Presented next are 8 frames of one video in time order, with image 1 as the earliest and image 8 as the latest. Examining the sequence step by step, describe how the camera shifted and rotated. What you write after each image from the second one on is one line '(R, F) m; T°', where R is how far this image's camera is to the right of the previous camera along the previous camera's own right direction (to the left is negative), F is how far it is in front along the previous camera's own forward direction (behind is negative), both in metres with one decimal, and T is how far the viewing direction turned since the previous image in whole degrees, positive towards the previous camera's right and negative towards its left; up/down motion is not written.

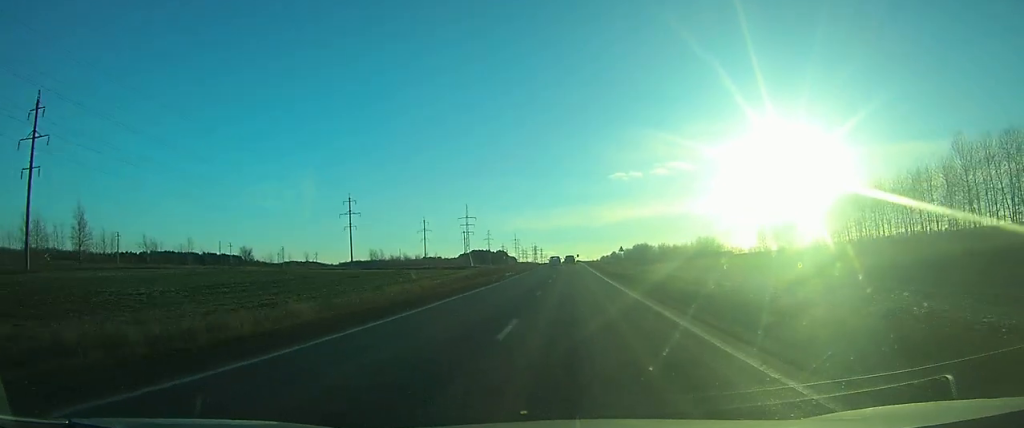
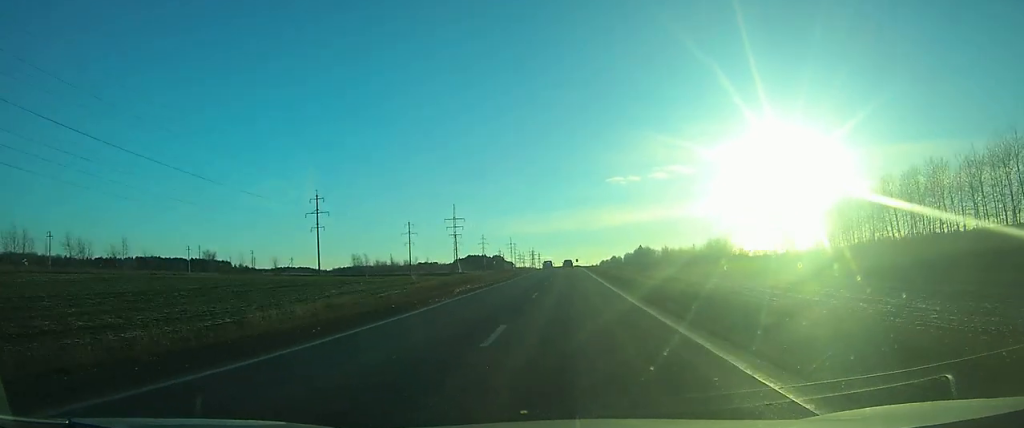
(+0.1, +23.0) m; 0°
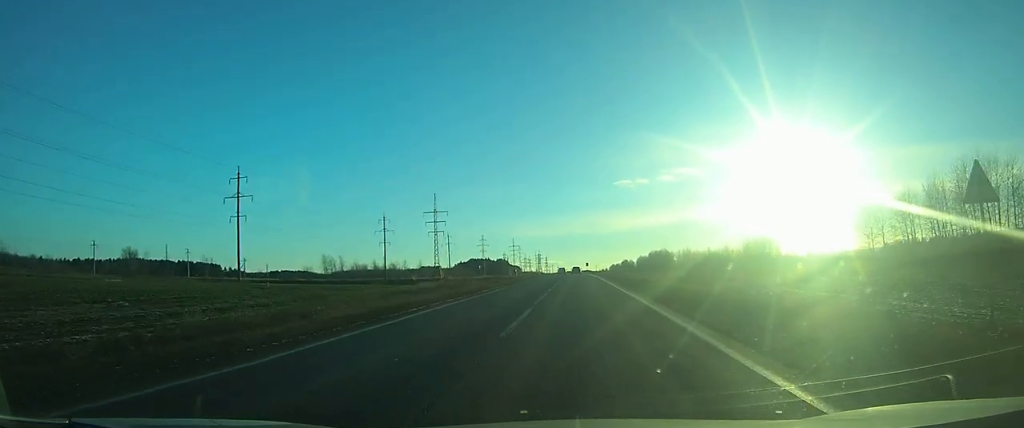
(0.0, +47.1) m; 0°
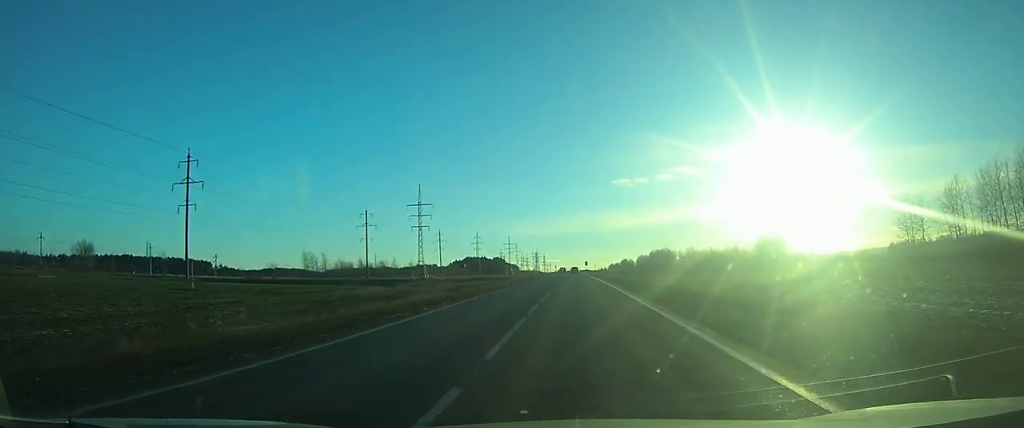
(0.0, +18.7) m; 0°
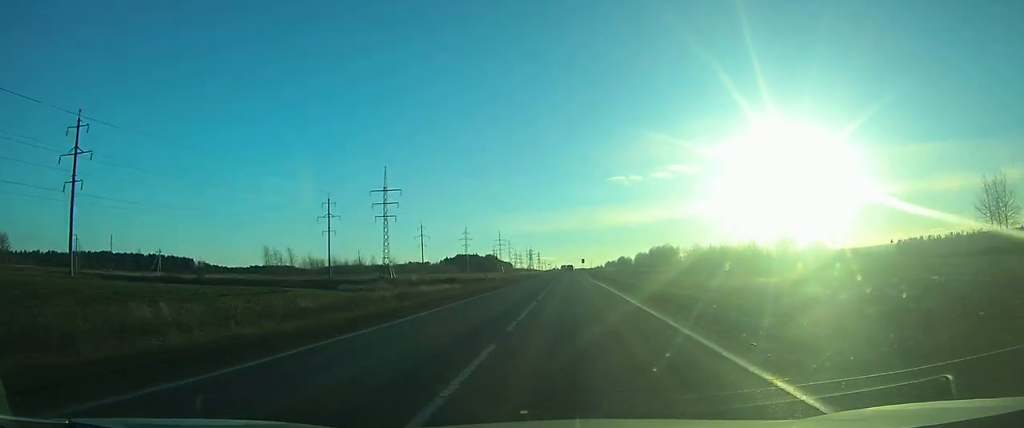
(-0.1, +29.7) m; 0°
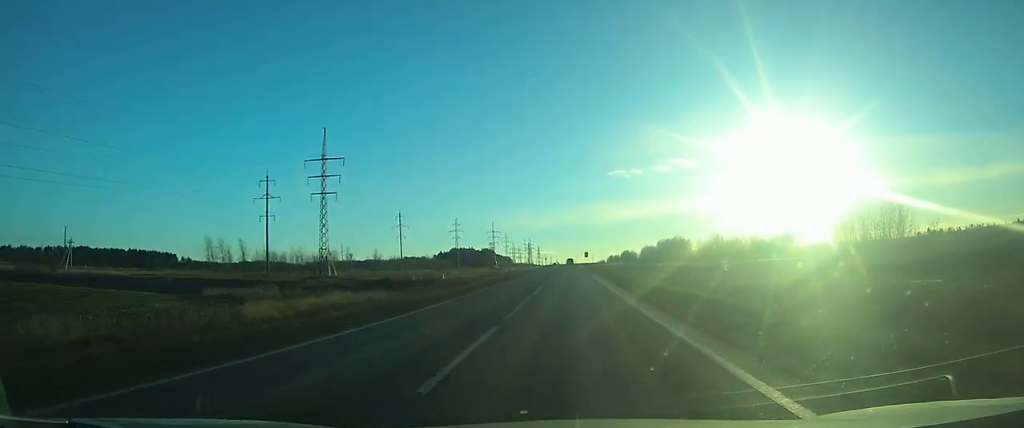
(-0.1, +38.3) m; 0°
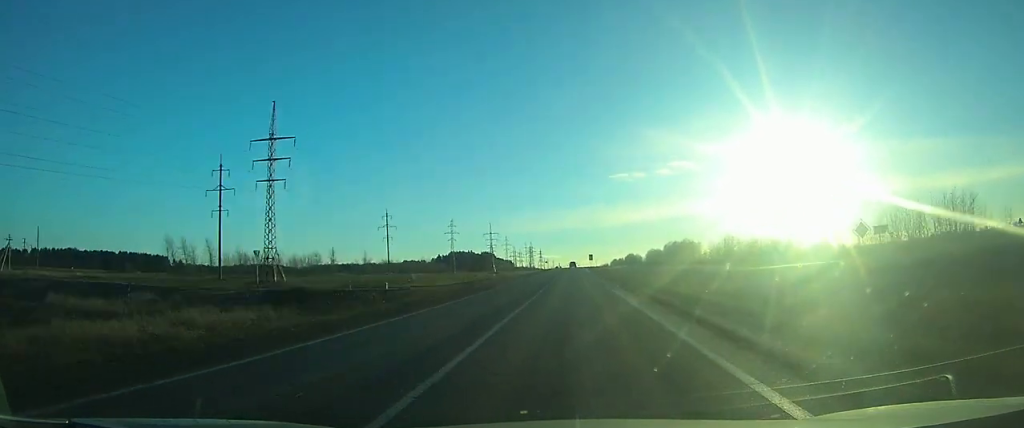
(0.0, +21.2) m; 0°
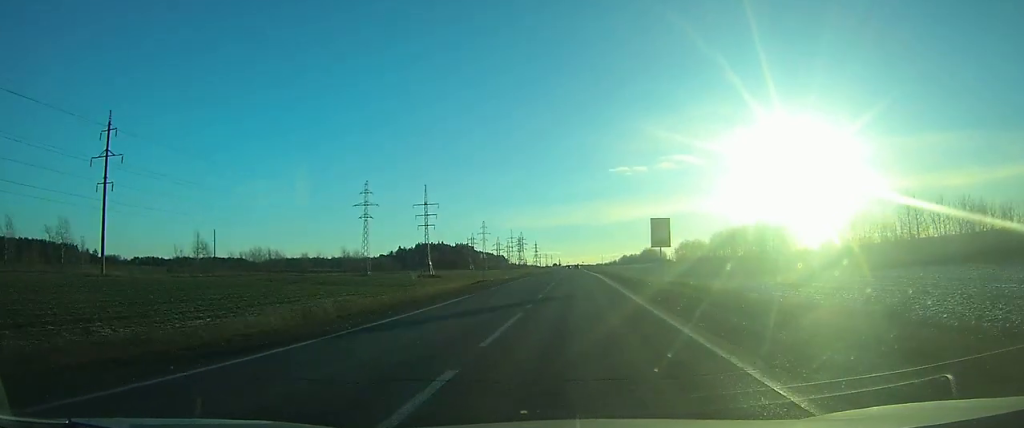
(+2.0, +141.7) m; +1°
